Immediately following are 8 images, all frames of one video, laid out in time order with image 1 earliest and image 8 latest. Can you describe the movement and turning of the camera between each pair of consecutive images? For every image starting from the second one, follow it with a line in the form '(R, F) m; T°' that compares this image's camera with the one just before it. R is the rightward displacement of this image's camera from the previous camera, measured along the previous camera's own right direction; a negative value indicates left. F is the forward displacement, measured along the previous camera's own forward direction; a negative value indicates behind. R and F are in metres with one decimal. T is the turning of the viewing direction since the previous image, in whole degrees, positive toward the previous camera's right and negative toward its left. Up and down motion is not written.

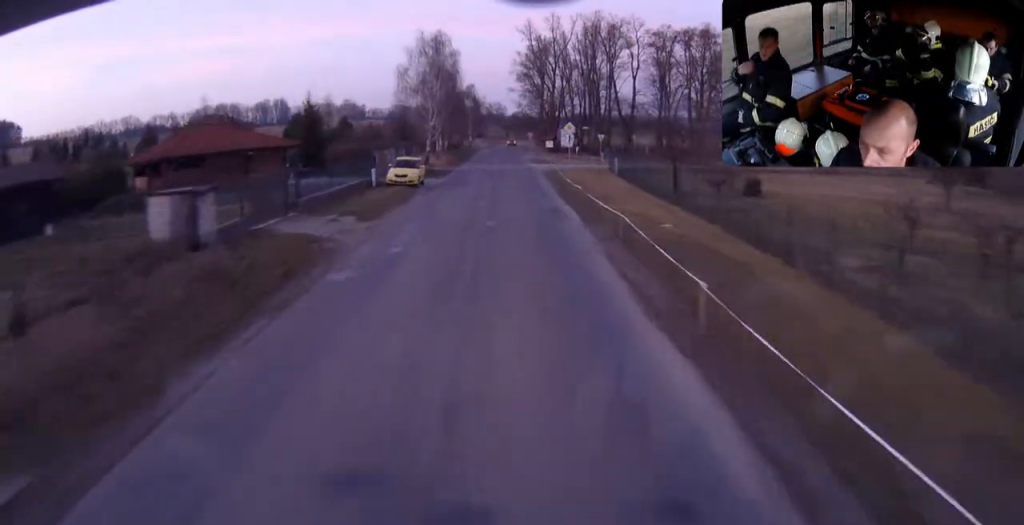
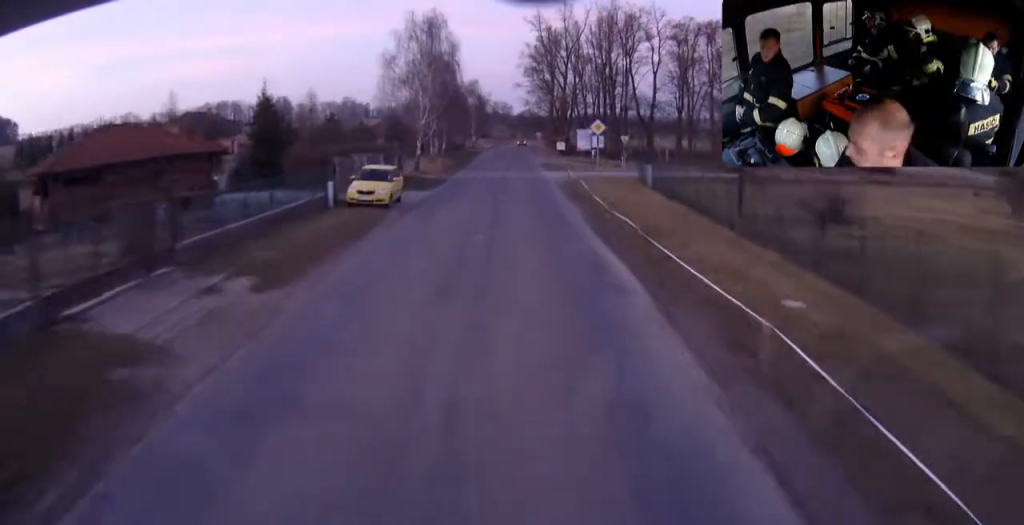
(0.0, +10.8) m; 0°
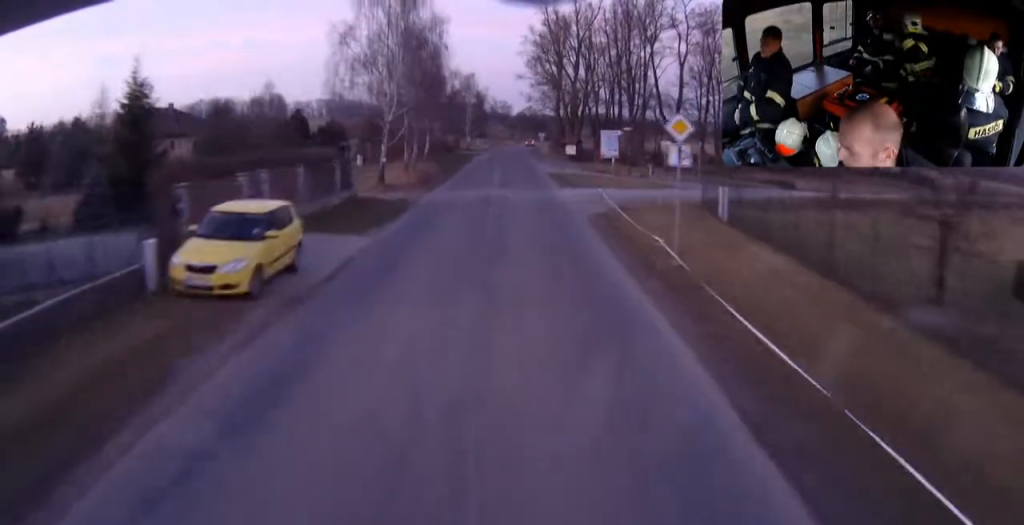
(0.0, +15.1) m; 0°
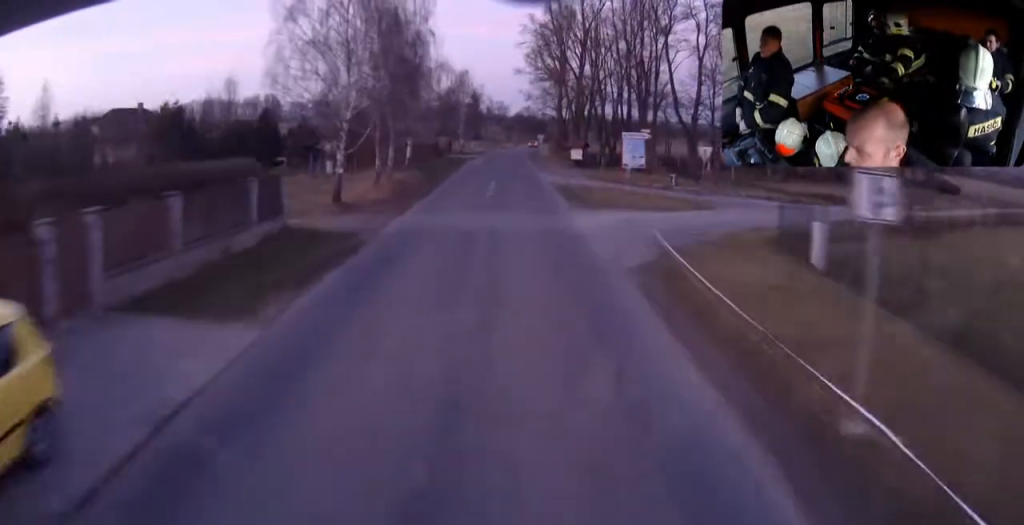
(0.0, +9.4) m; 0°
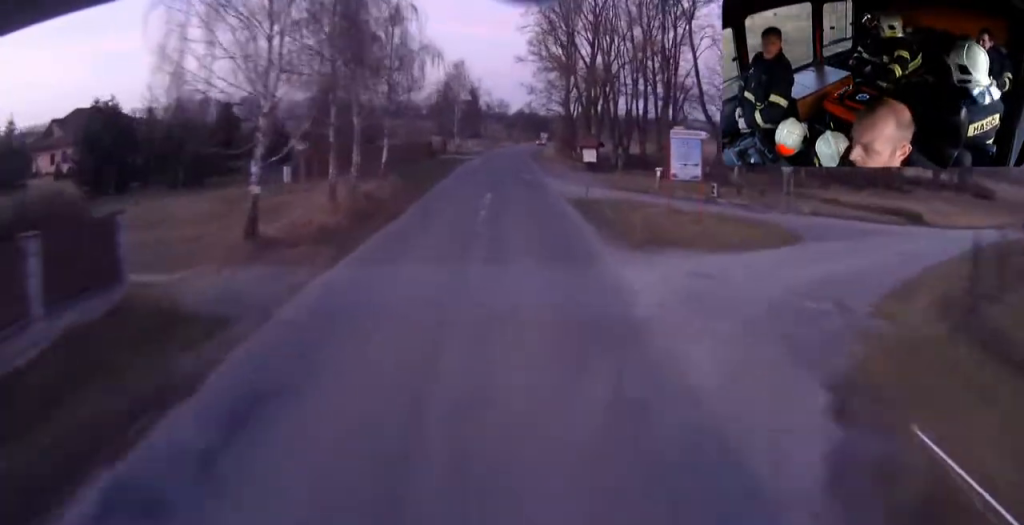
(0.0, +10.1) m; 0°
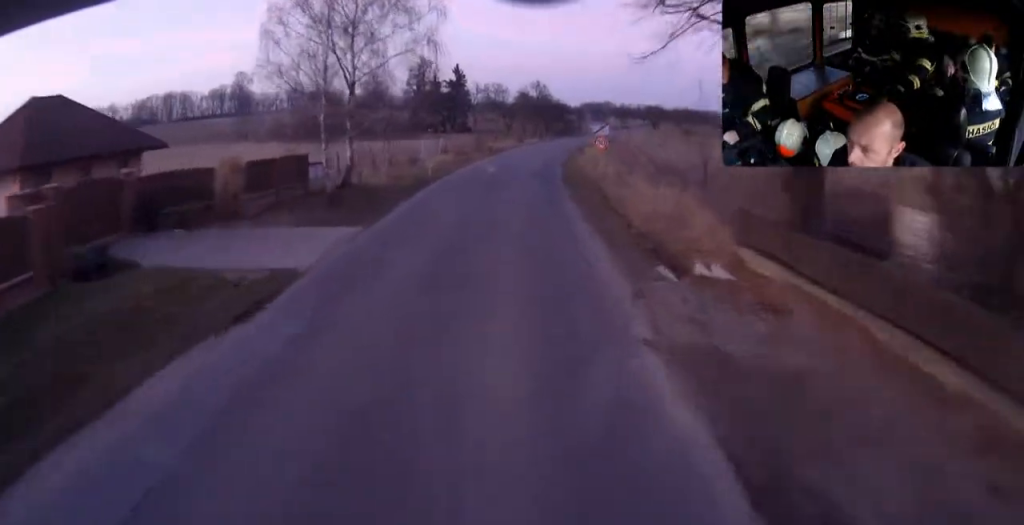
(+0.4, +66.7) m; +1°
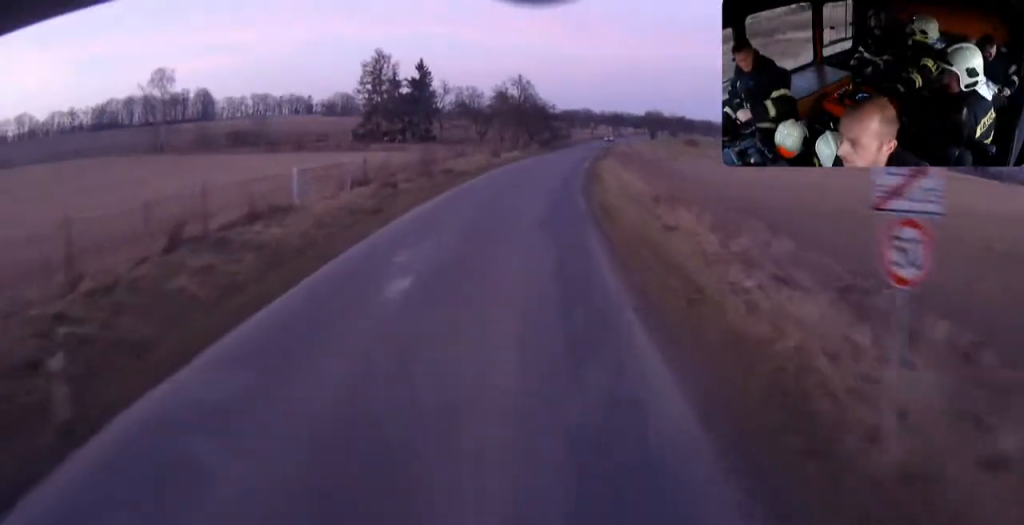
(+0.7, +30.4) m; +3°
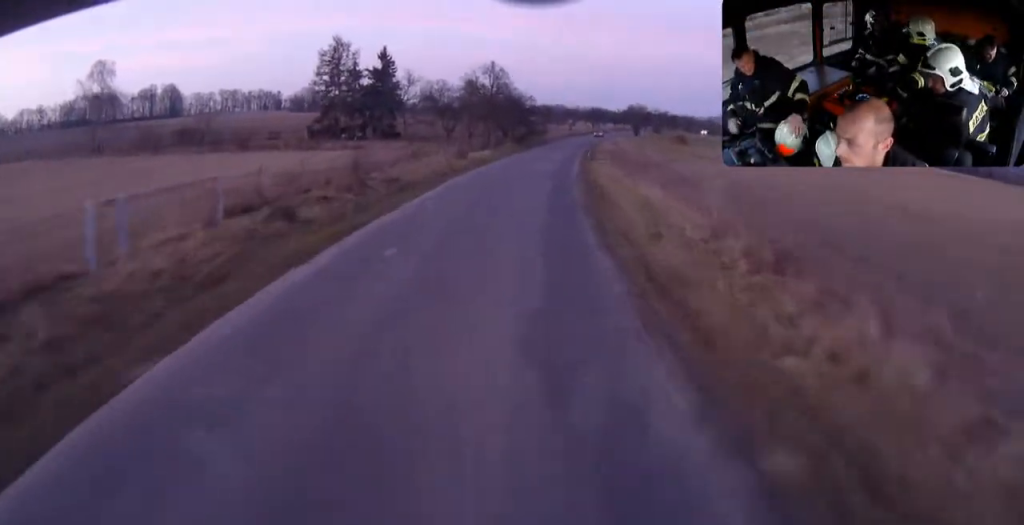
(+0.2, +13.8) m; +1°
